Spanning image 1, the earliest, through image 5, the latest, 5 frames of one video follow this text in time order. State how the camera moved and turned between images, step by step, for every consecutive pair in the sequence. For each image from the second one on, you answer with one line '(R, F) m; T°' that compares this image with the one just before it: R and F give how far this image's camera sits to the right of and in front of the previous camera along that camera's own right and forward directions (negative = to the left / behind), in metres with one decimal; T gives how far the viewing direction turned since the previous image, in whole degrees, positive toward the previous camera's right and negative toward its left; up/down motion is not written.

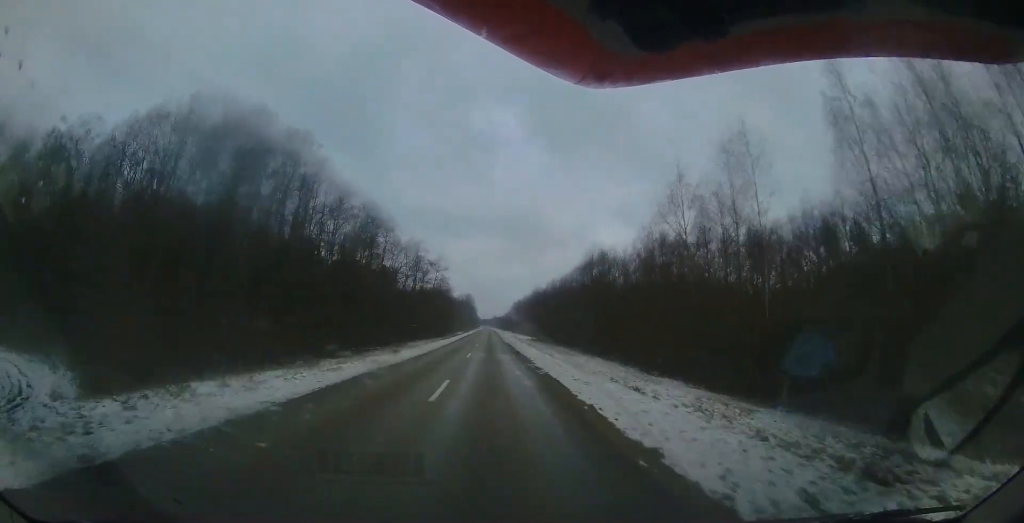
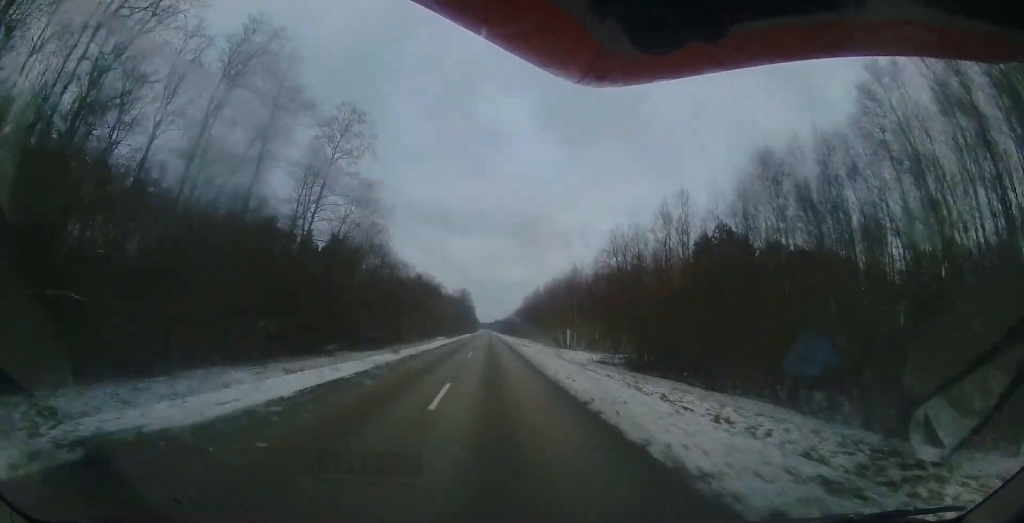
(-1.4, +49.7) m; -1°
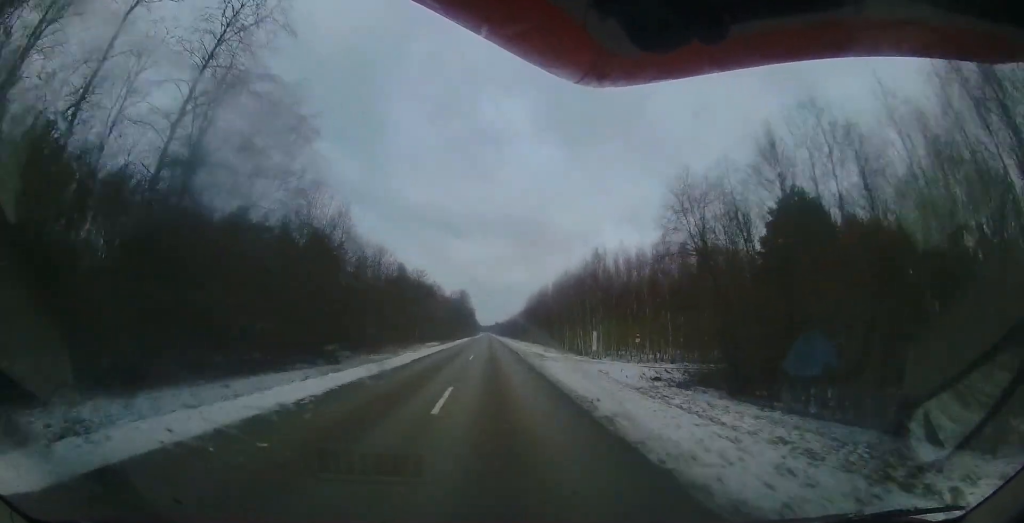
(0.0, +12.1) m; 0°
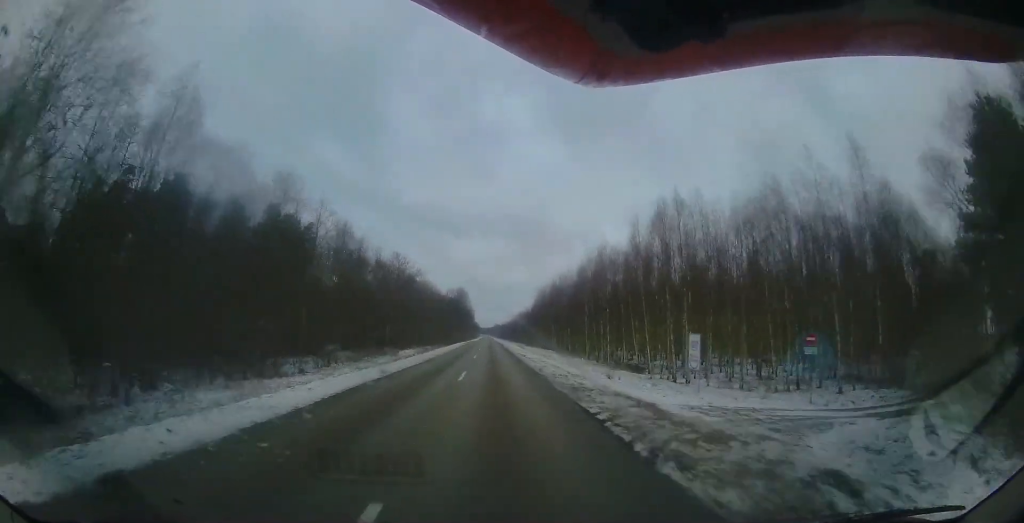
(+0.4, +19.1) m; 0°
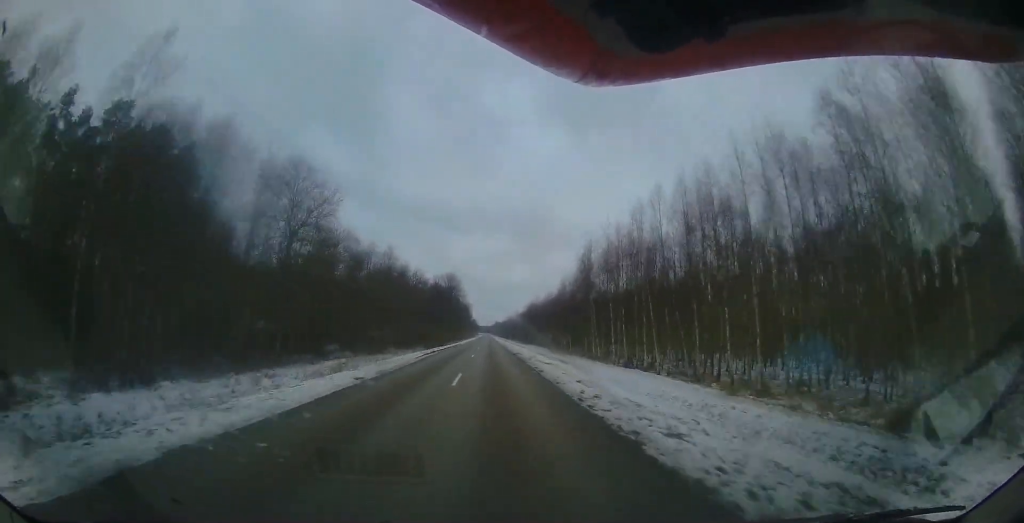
(-0.3, +38.9) m; 0°
